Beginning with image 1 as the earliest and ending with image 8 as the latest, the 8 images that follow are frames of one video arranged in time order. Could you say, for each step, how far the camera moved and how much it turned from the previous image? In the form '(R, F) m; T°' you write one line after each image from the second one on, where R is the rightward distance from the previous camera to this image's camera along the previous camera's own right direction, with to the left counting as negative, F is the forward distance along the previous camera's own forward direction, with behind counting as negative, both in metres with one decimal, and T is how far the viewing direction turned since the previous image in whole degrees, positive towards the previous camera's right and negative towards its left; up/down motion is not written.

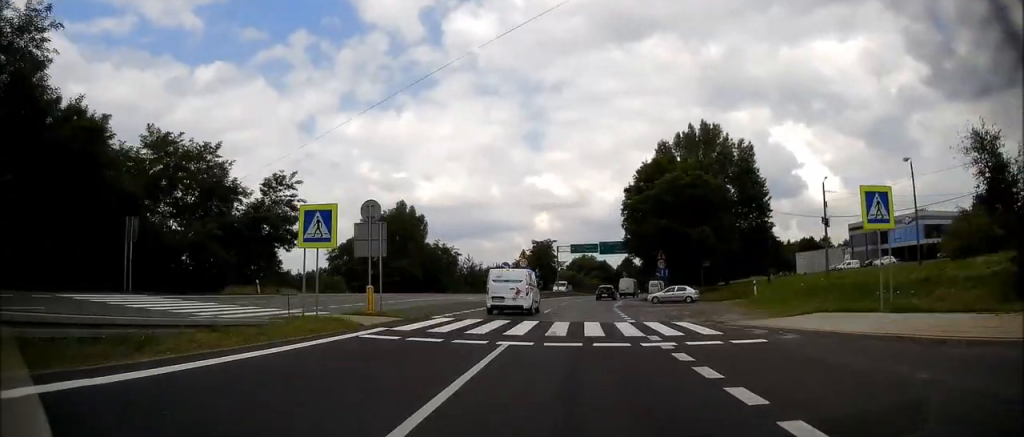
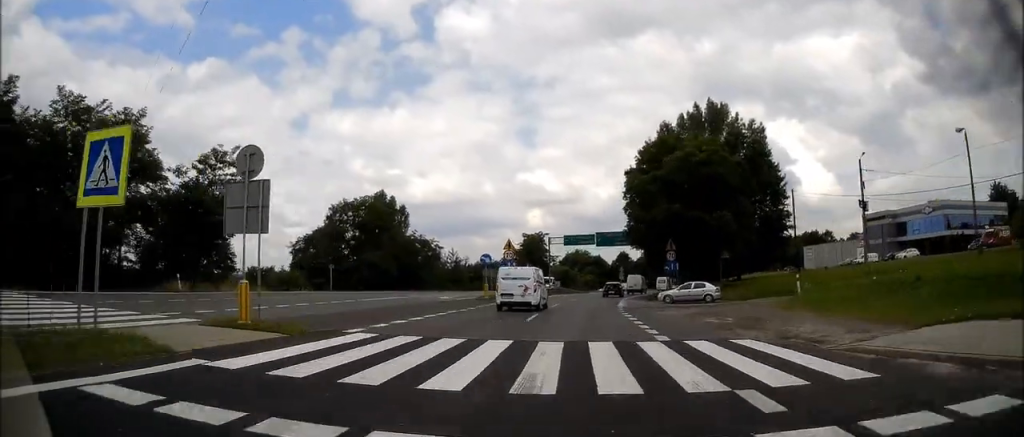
(0.0, +8.5) m; 0°
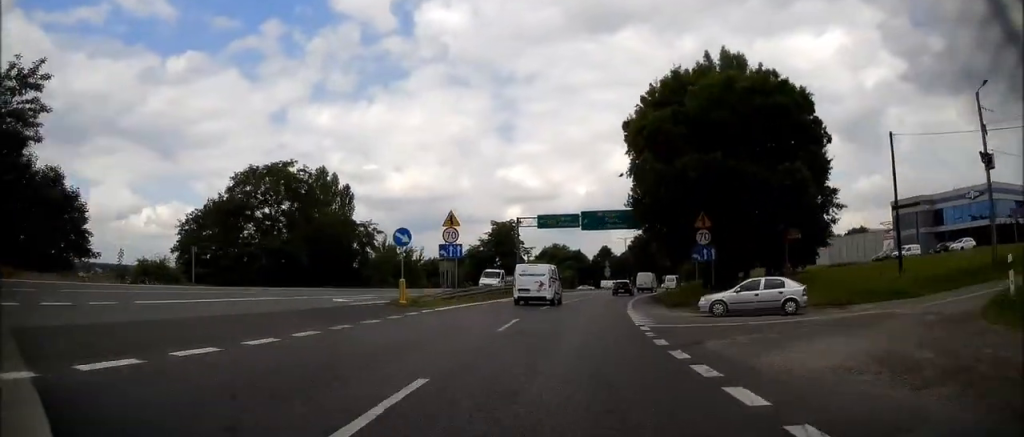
(+0.2, +17.4) m; +2°
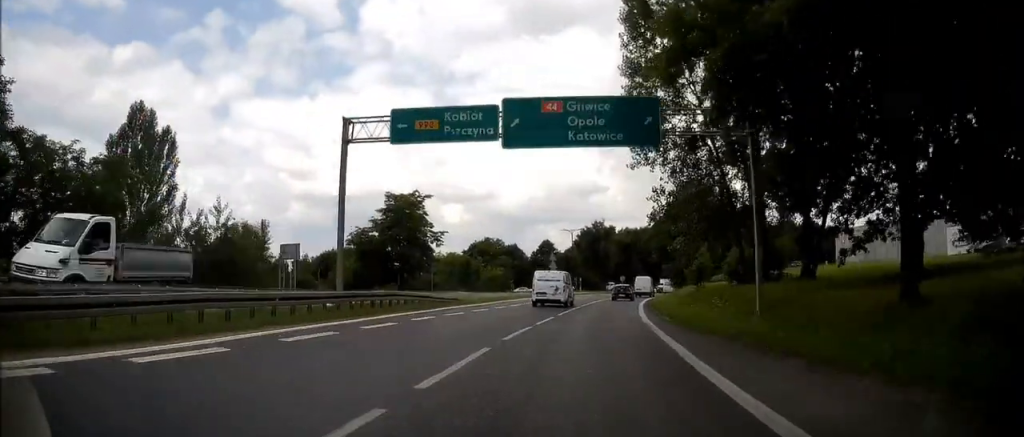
(+1.4, +31.0) m; +5°
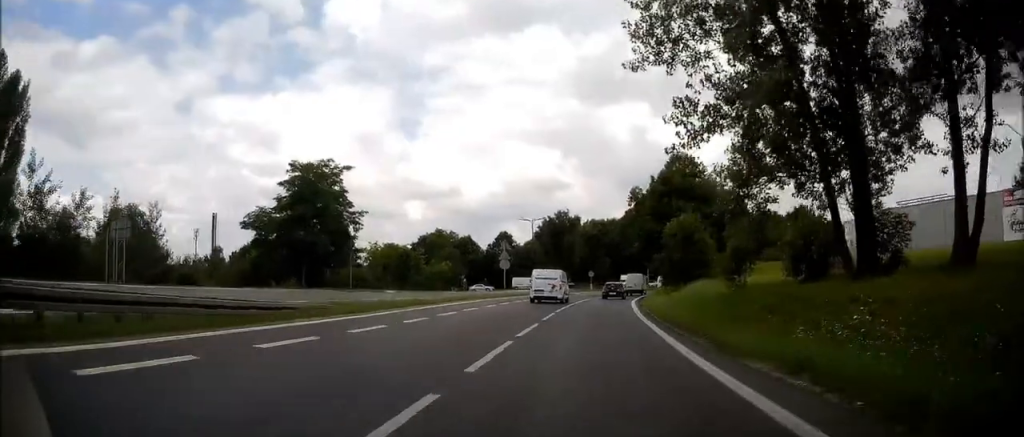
(+0.5, +16.2) m; +4°
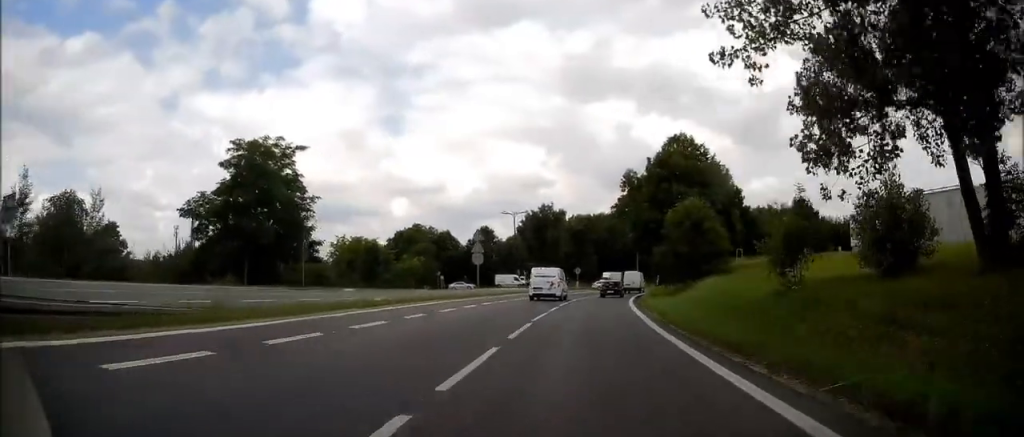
(+0.1, +7.5) m; +2°
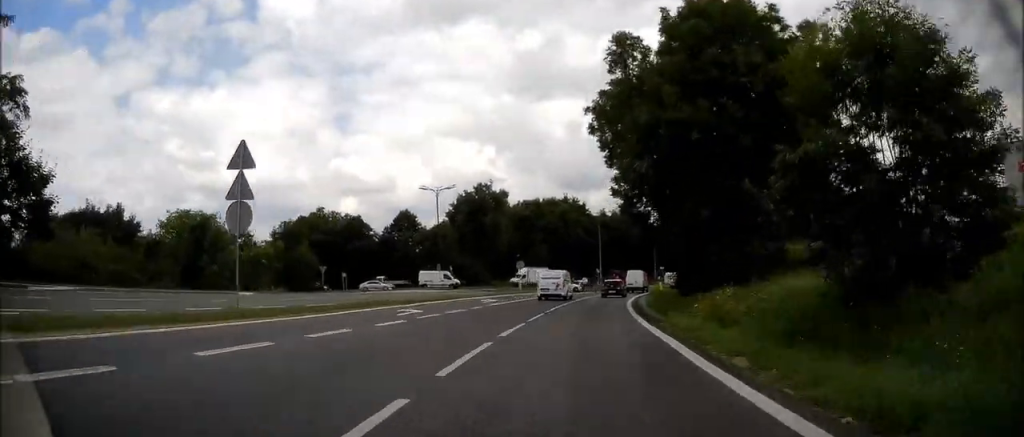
(+1.5, +28.5) m; +4°
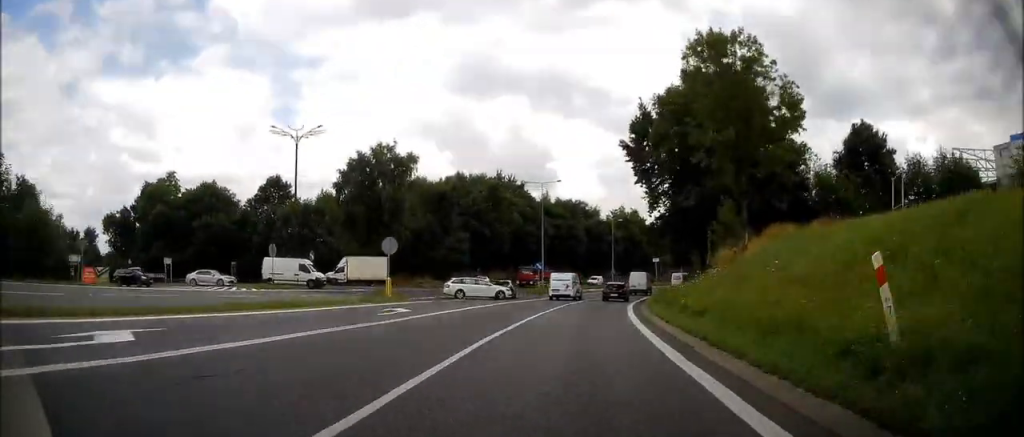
(+1.2, +30.2) m; +6°
